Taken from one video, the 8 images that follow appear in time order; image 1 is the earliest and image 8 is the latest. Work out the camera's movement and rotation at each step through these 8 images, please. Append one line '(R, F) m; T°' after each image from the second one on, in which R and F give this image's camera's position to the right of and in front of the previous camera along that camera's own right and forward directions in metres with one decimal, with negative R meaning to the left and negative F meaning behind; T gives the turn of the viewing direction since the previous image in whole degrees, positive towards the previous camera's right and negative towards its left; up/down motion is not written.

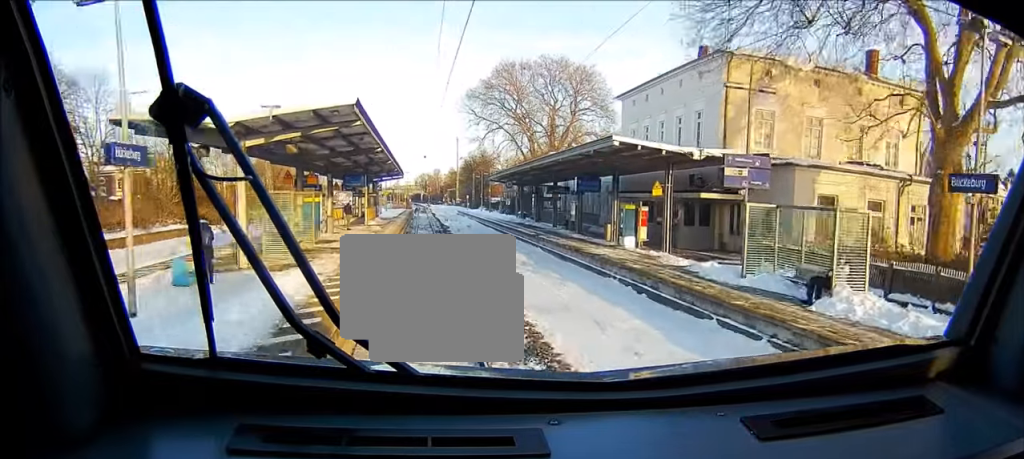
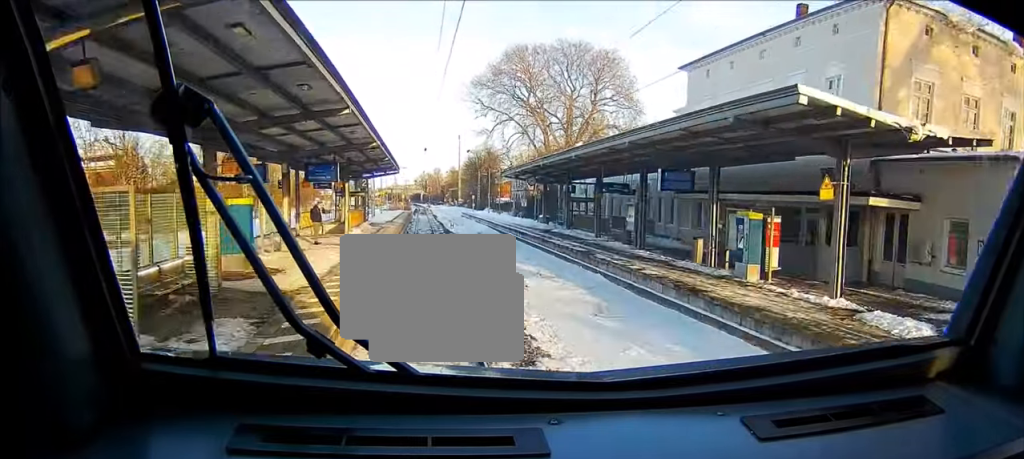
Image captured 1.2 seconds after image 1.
(+0.1, +13.2) m; 0°
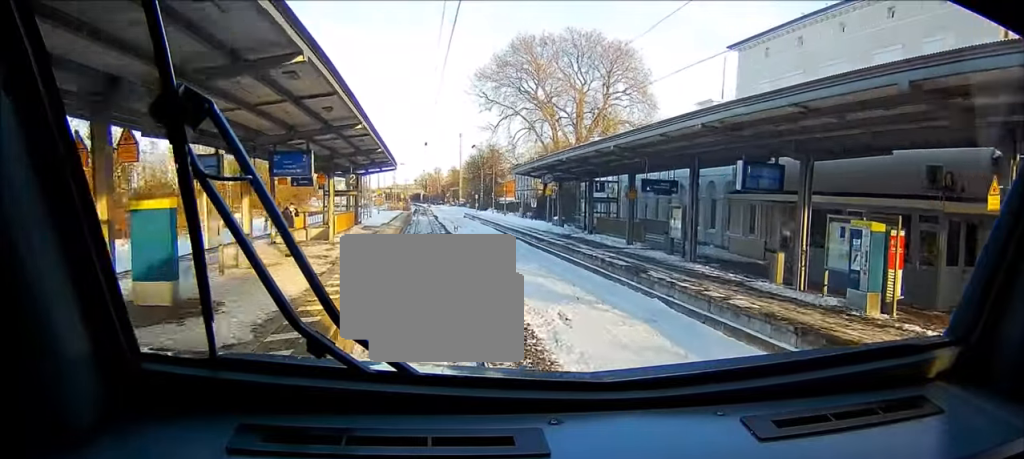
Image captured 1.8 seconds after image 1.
(0.0, +6.3) m; 0°
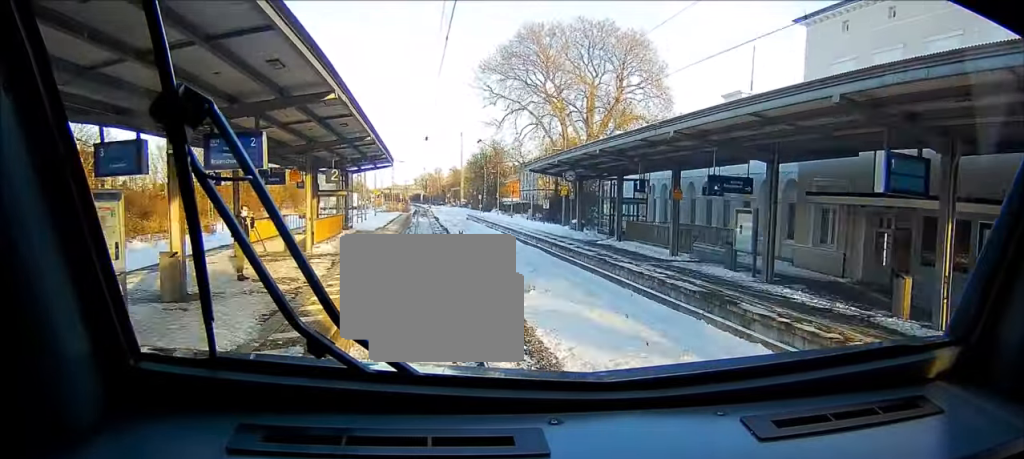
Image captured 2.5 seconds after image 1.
(0.0, +6.7) m; 0°
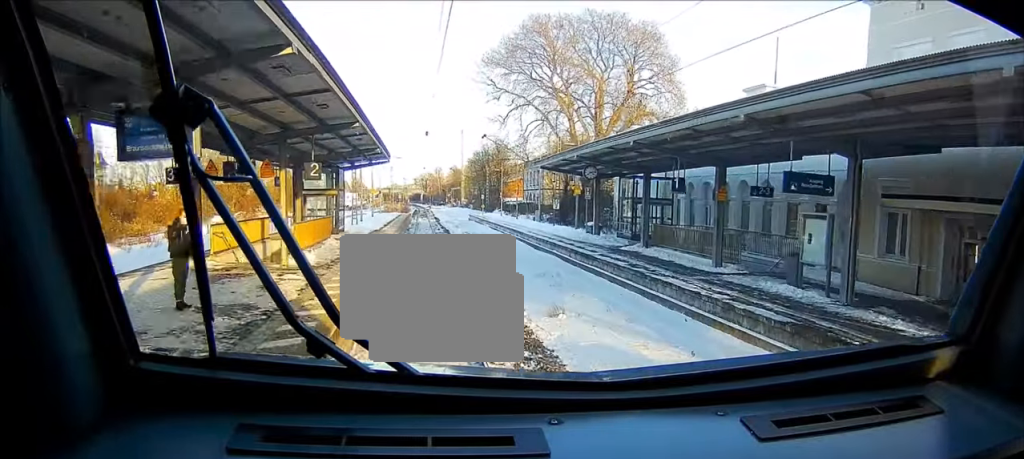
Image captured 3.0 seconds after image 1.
(+0.1, +4.5) m; 0°
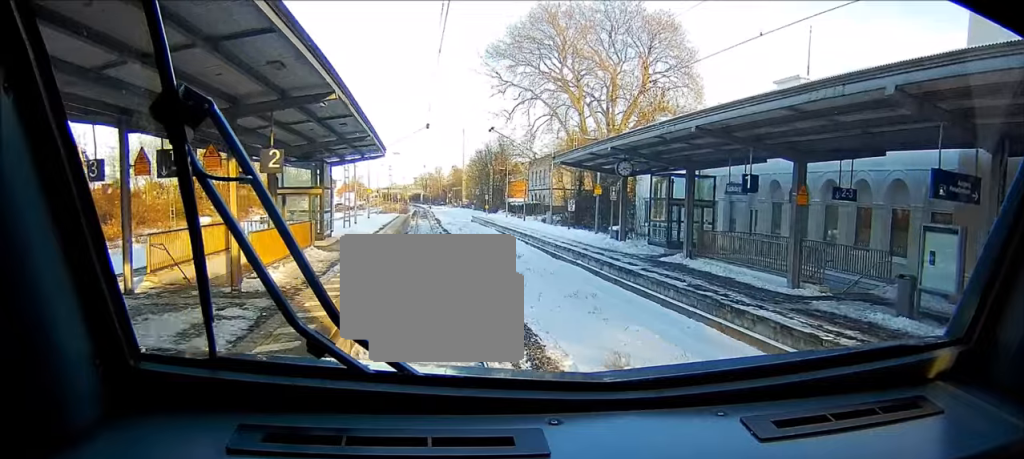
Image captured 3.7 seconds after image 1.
(0.0, +5.9) m; -1°
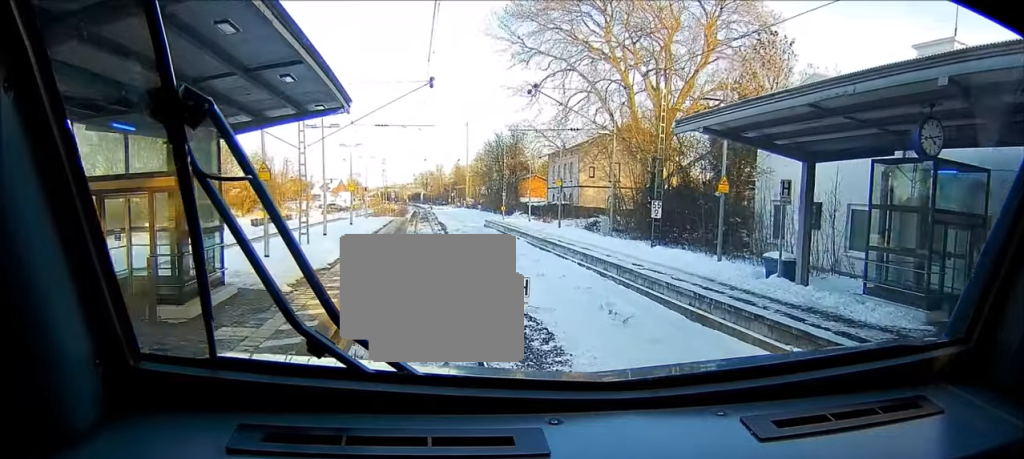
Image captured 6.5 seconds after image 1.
(-0.9, +18.7) m; -4°
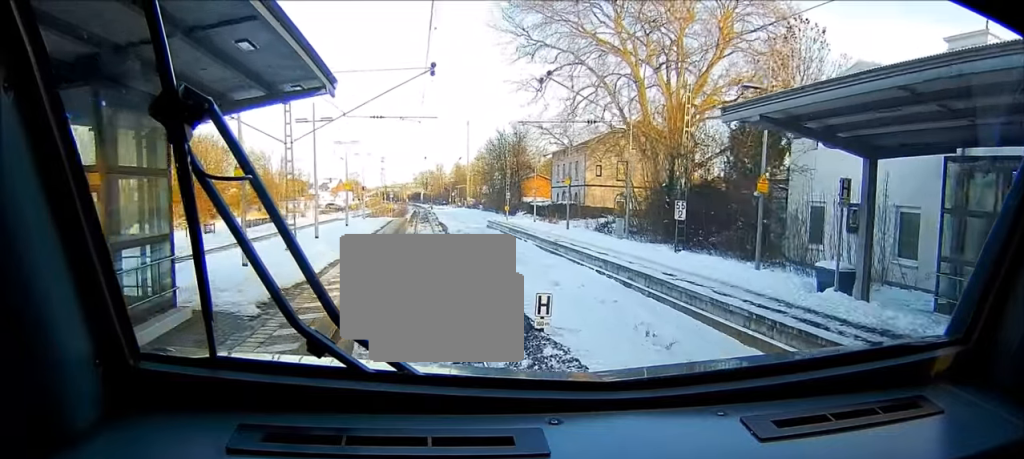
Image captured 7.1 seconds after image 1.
(+0.1, +3.3) m; +2°
